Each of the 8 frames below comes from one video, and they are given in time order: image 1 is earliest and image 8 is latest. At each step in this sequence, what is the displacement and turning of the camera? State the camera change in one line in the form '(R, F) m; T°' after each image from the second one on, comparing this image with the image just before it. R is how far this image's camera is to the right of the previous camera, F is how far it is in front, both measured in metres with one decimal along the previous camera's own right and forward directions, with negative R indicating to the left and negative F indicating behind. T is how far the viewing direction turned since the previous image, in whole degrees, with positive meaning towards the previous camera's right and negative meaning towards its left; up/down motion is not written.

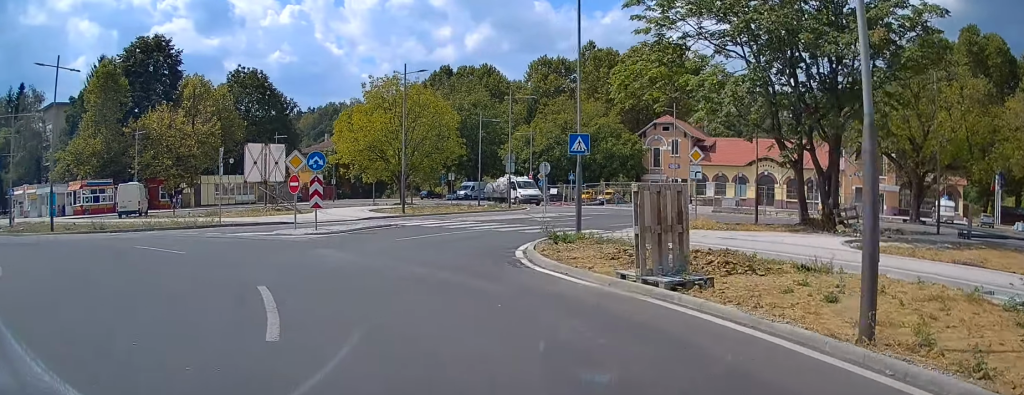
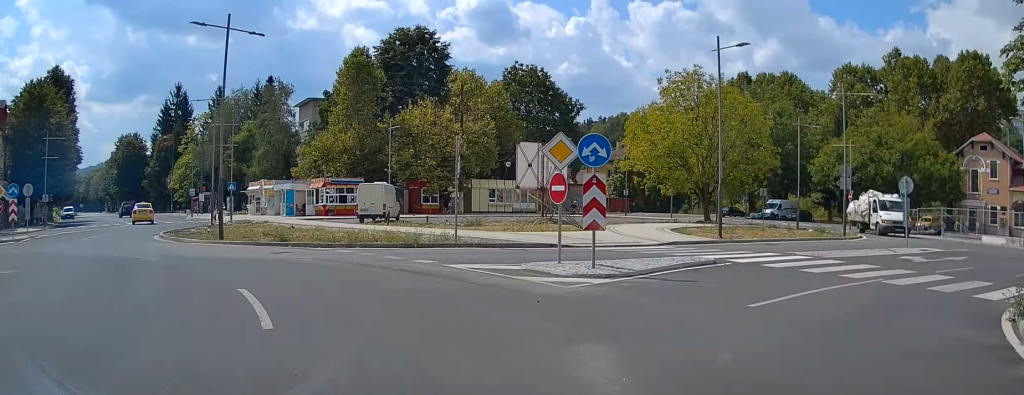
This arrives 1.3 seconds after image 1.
(-0.8, +8.9) m; -23°
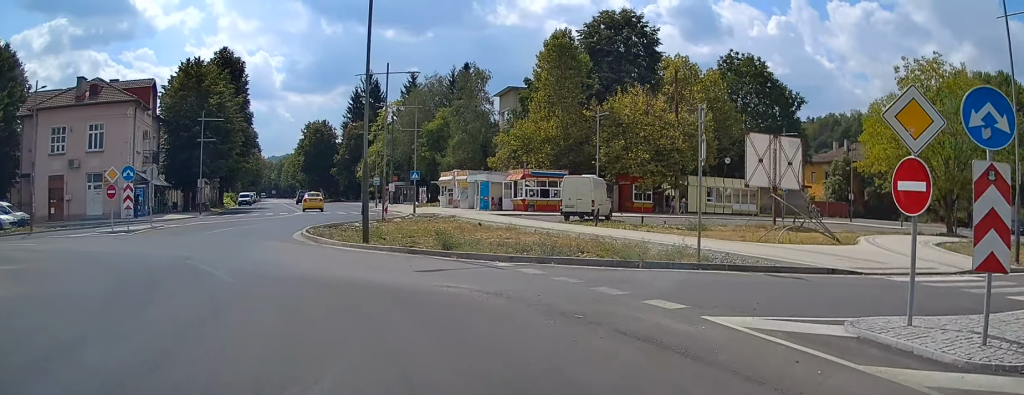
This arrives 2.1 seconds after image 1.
(-1.5, +6.1) m; -20°
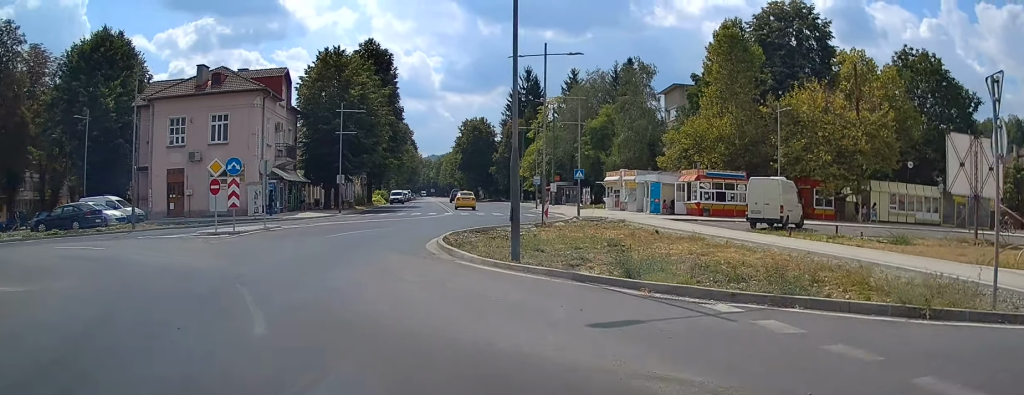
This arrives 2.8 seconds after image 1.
(-0.6, +4.7) m; -13°
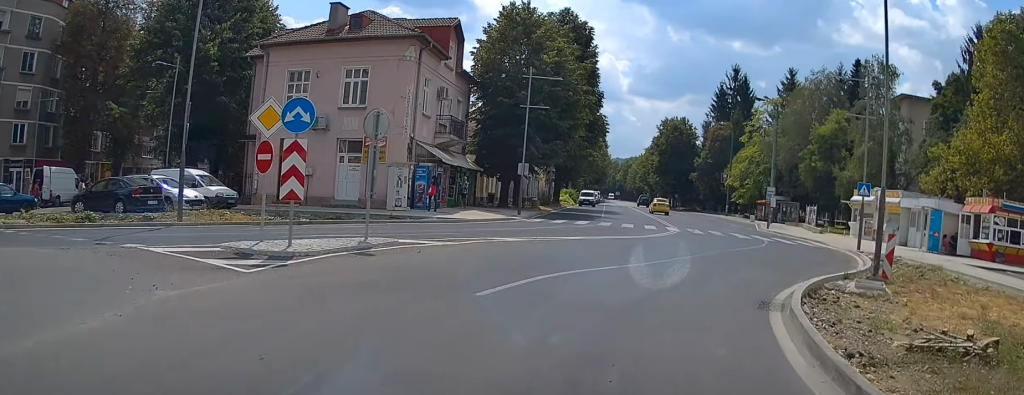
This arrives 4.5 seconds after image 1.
(-3.1, +13.3) m; -15°
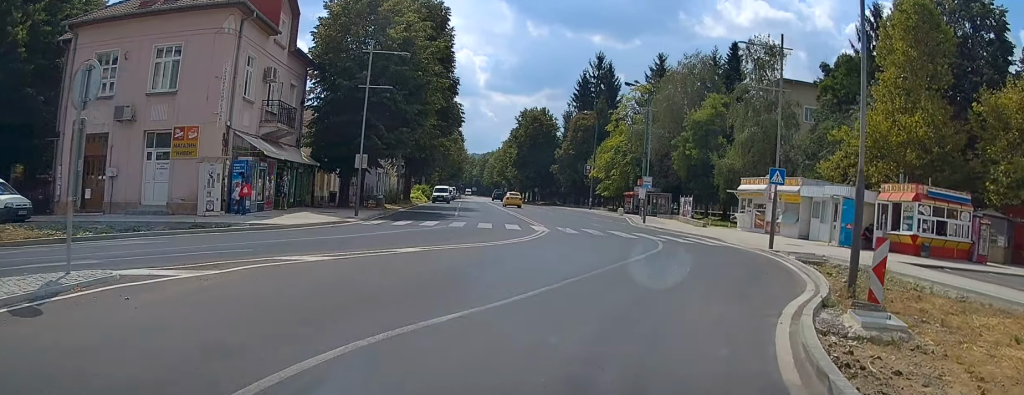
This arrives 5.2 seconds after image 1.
(+0.1, +5.7) m; +7°
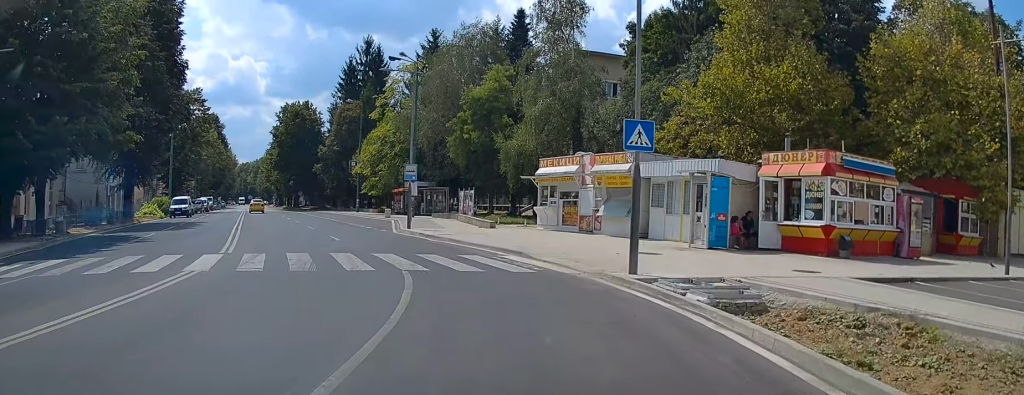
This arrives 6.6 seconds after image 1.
(+1.8, +11.0) m; +14°
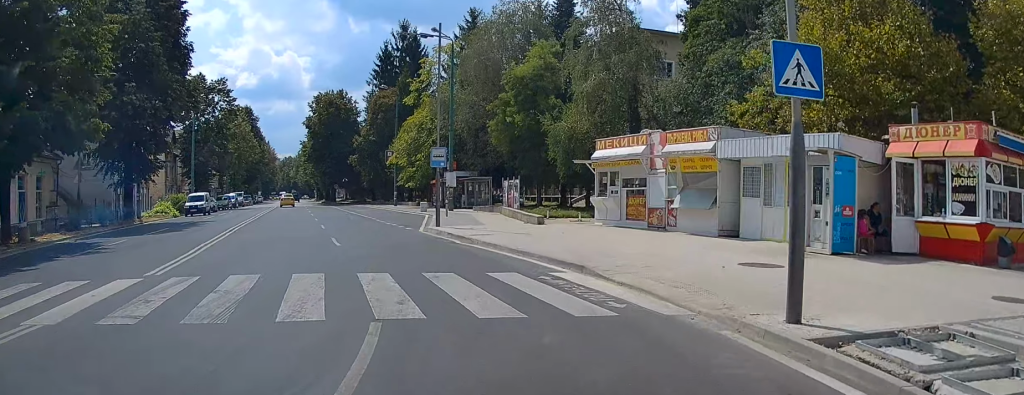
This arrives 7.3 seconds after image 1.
(+0.4, +5.3) m; +2°
